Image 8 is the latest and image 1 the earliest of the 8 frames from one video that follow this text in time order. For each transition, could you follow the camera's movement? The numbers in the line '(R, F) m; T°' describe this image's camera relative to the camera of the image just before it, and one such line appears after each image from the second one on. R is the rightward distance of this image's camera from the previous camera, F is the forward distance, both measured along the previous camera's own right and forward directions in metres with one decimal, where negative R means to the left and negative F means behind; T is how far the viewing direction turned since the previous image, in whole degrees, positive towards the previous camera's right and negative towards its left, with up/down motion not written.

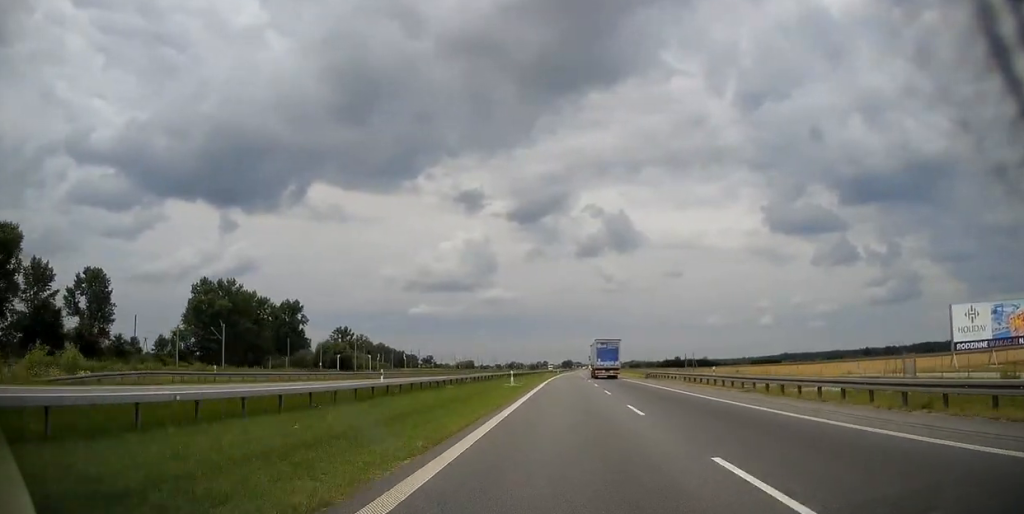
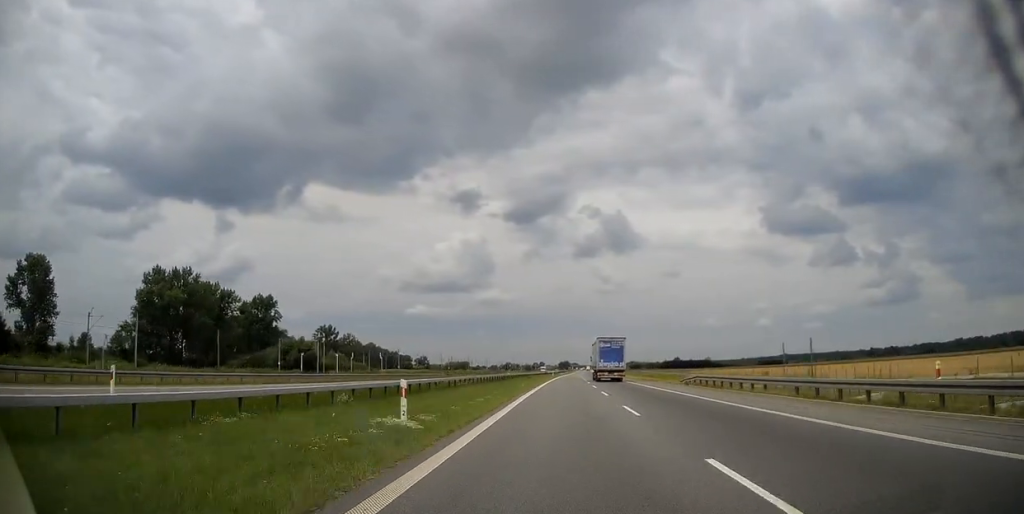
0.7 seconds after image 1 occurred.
(+0.2, +24.0) m; 0°
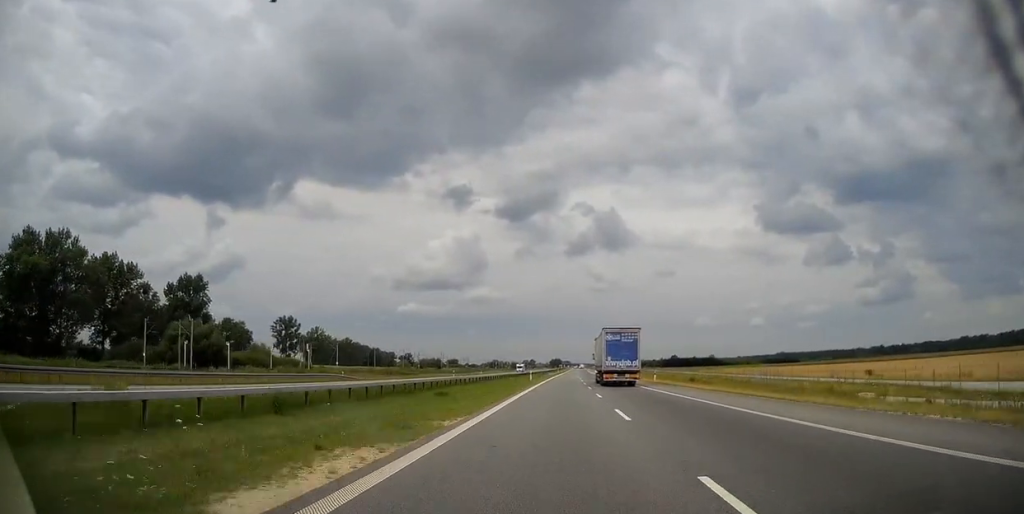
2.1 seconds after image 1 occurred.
(+0.1, +49.3) m; 0°
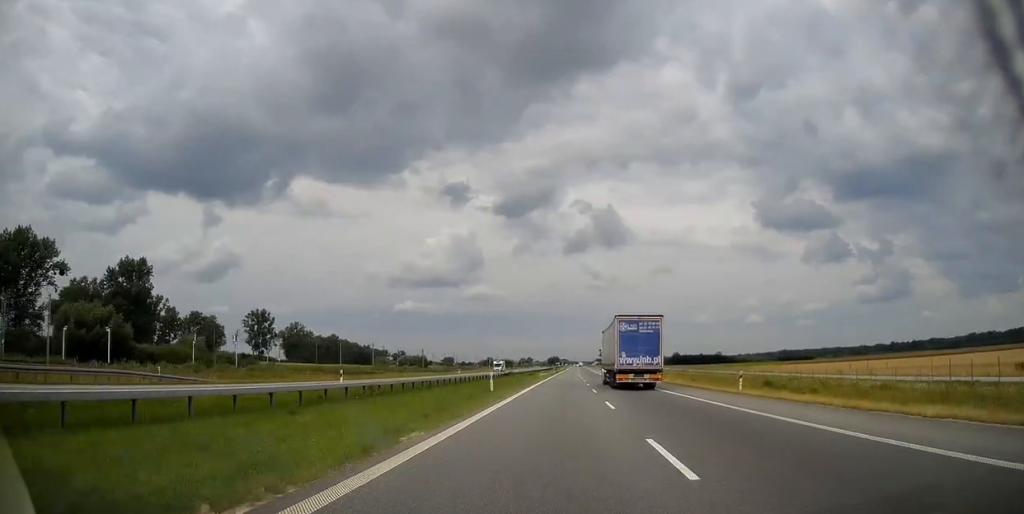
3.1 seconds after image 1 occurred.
(+0.1, +32.2) m; 0°
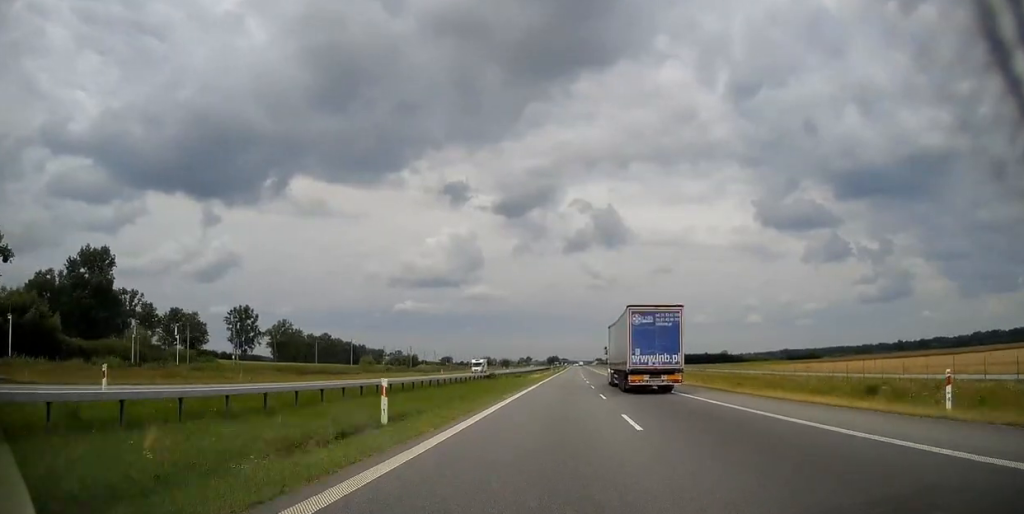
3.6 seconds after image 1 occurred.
(+0.1, +18.4) m; 0°
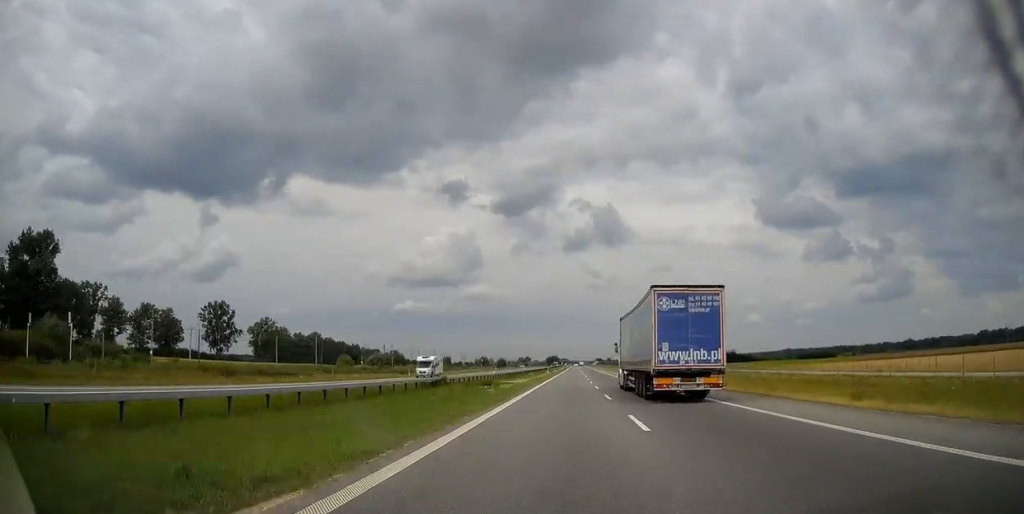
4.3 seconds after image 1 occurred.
(+0.1, +24.2) m; 0°
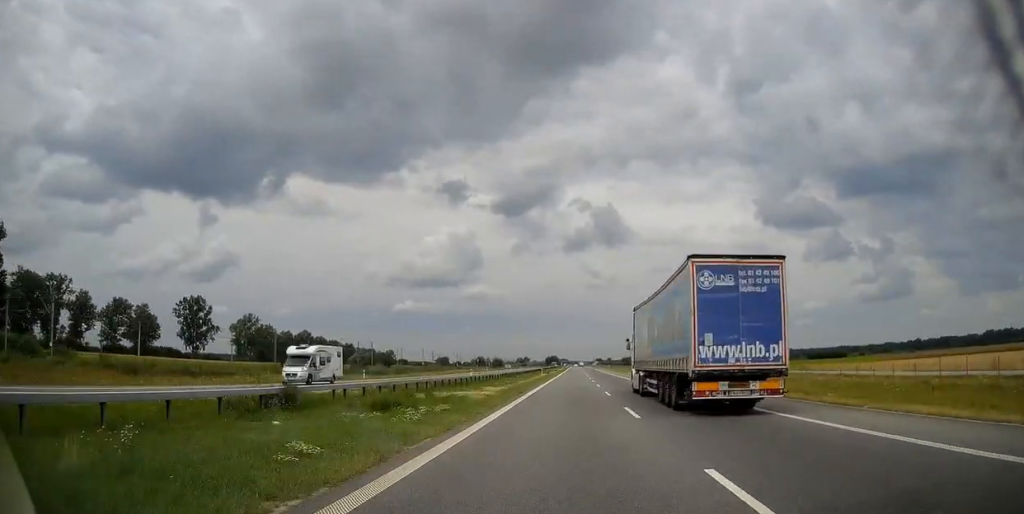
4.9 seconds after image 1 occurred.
(+0.1, +20.7) m; 0°
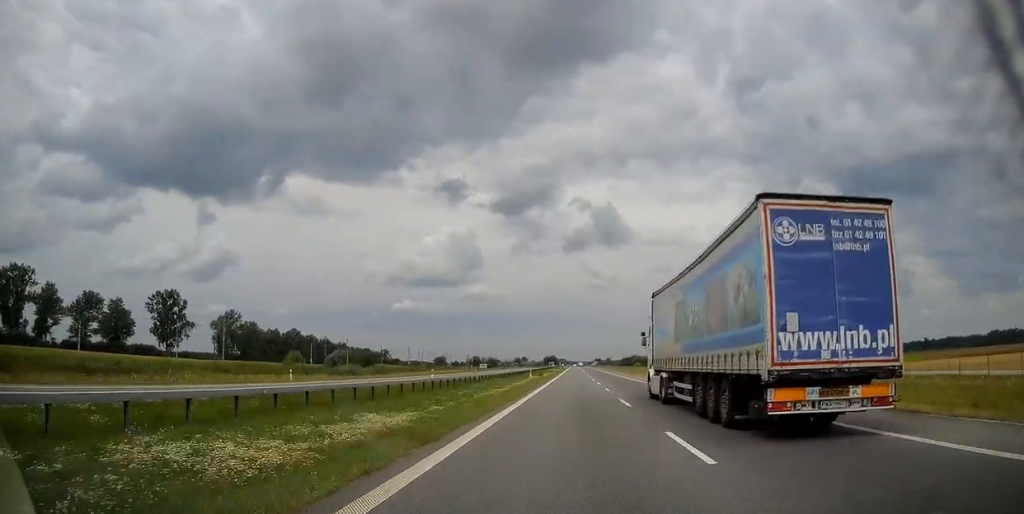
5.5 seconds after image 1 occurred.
(-0.1, +19.5) m; 0°
